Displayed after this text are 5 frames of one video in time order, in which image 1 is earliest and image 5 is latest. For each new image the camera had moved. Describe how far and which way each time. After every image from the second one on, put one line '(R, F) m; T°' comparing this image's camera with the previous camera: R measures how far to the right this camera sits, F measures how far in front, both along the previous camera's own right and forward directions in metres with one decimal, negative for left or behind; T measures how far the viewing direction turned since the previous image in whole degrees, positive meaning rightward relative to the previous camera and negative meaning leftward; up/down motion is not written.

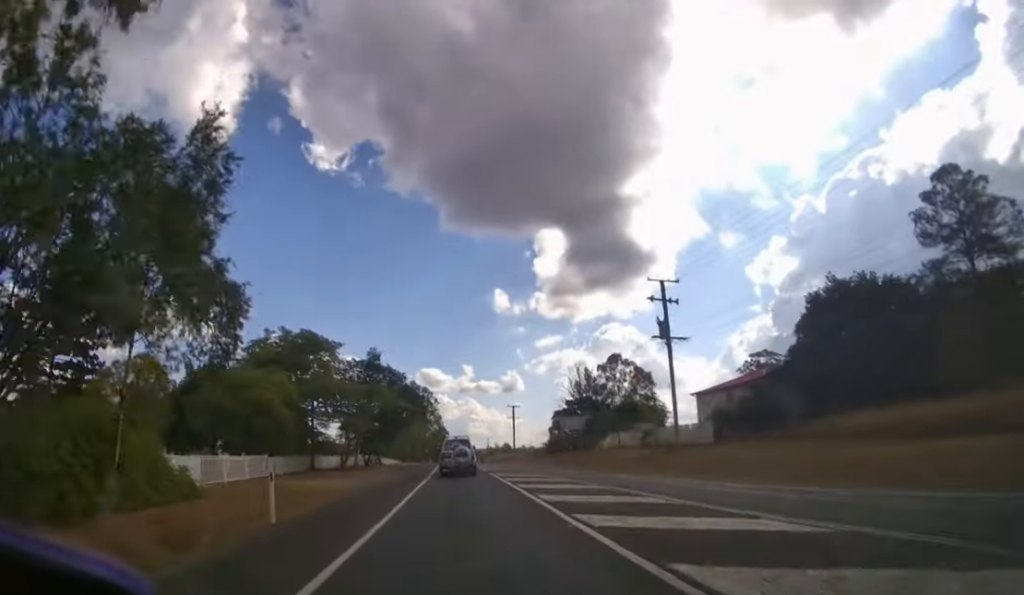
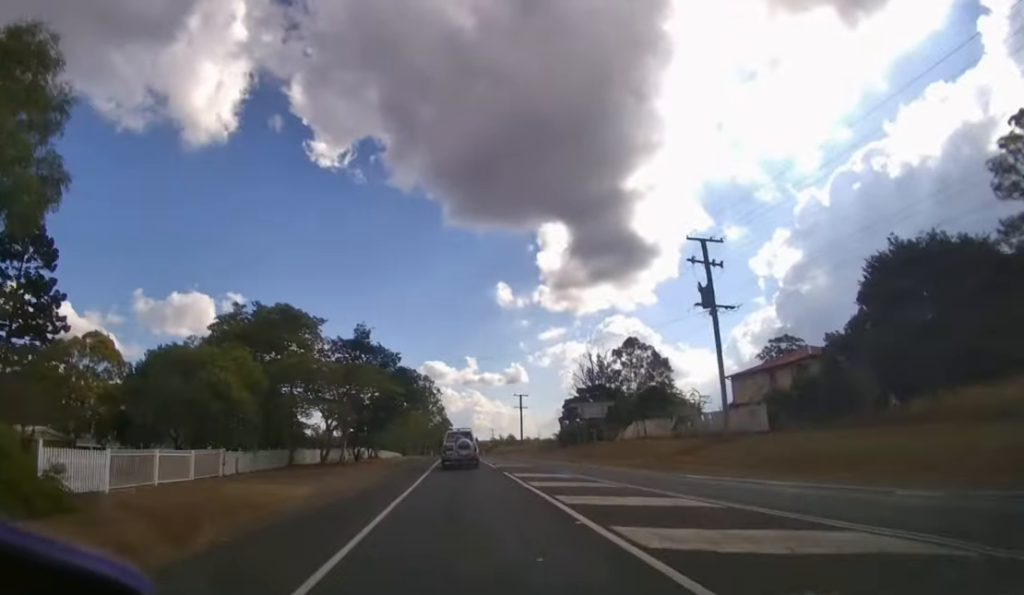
(0.0, +5.9) m; 0°
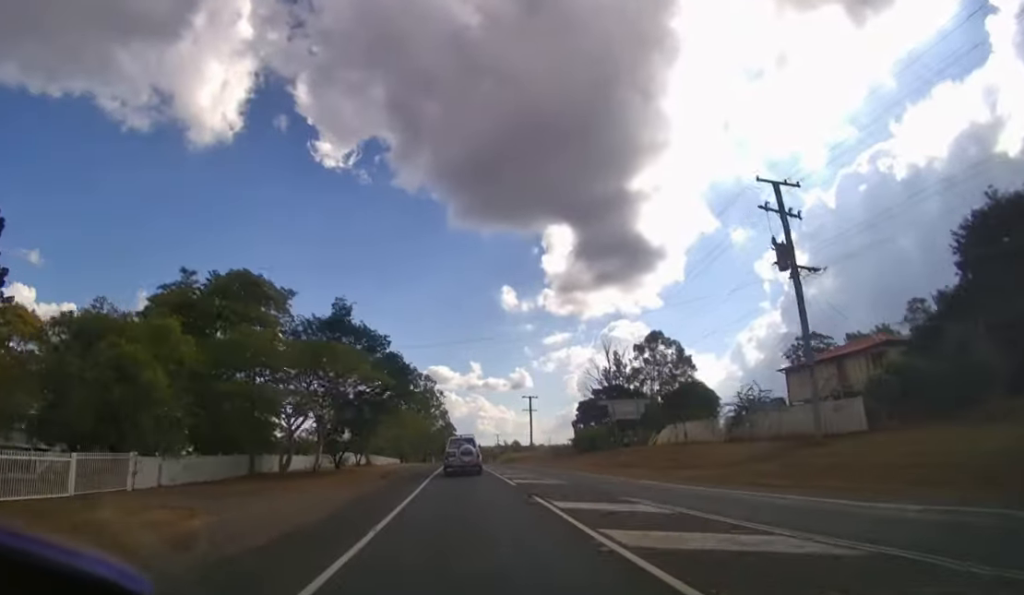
(0.0, +6.5) m; 0°
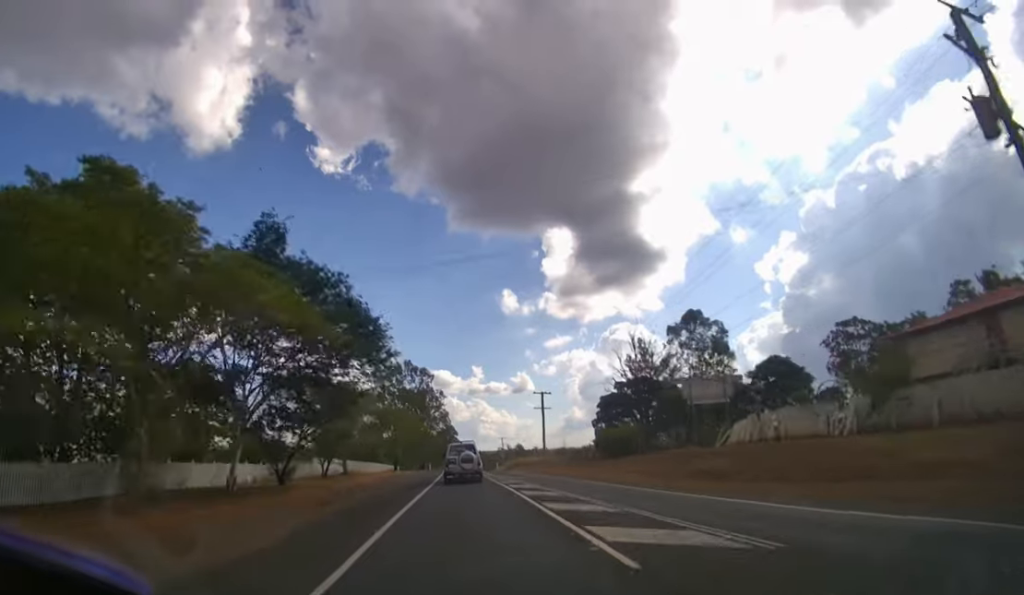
(0.0, +10.3) m; 0°
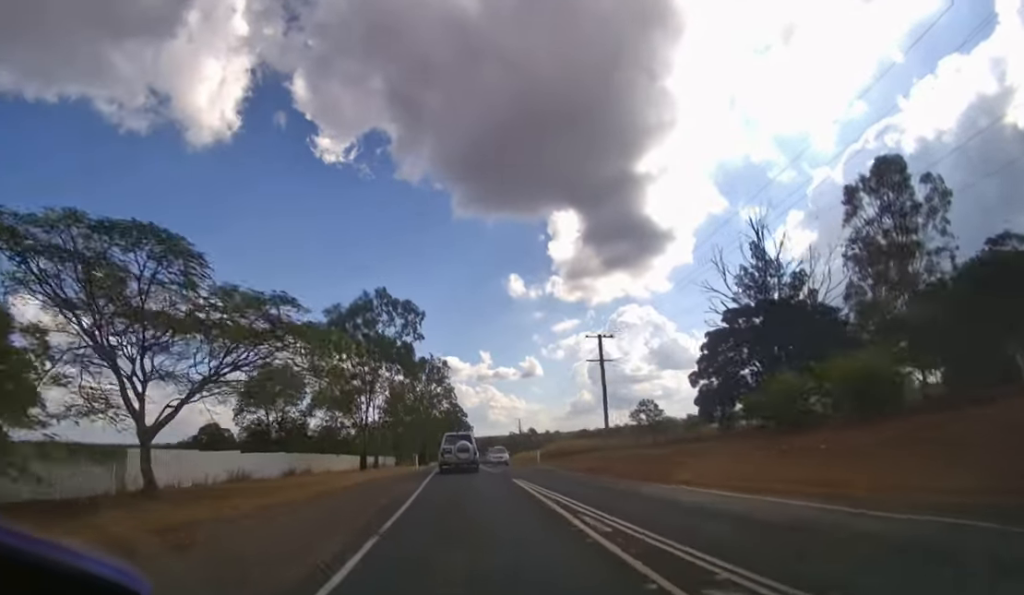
(-0.3, +30.3) m; -1°
